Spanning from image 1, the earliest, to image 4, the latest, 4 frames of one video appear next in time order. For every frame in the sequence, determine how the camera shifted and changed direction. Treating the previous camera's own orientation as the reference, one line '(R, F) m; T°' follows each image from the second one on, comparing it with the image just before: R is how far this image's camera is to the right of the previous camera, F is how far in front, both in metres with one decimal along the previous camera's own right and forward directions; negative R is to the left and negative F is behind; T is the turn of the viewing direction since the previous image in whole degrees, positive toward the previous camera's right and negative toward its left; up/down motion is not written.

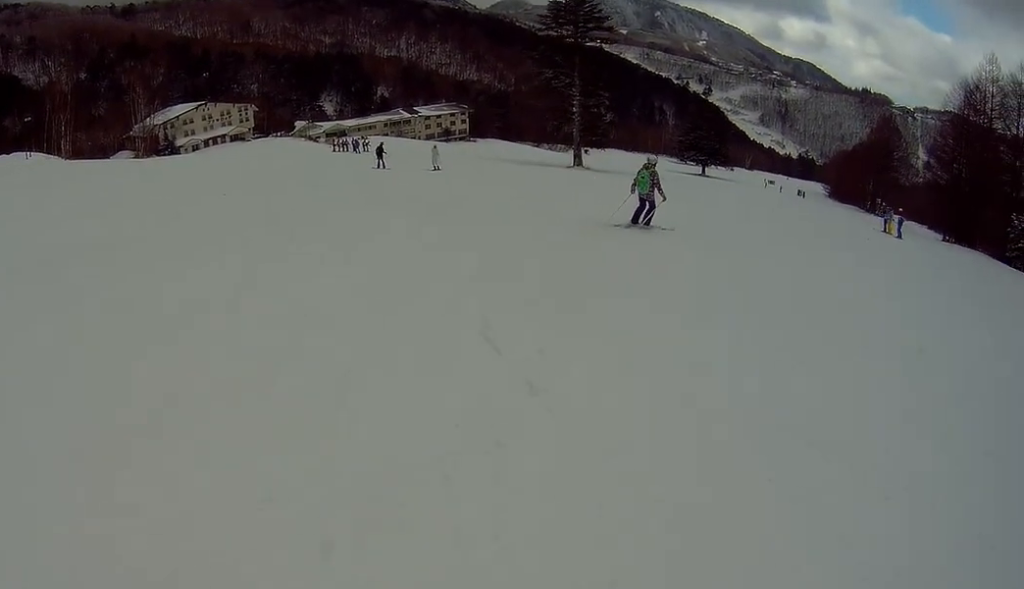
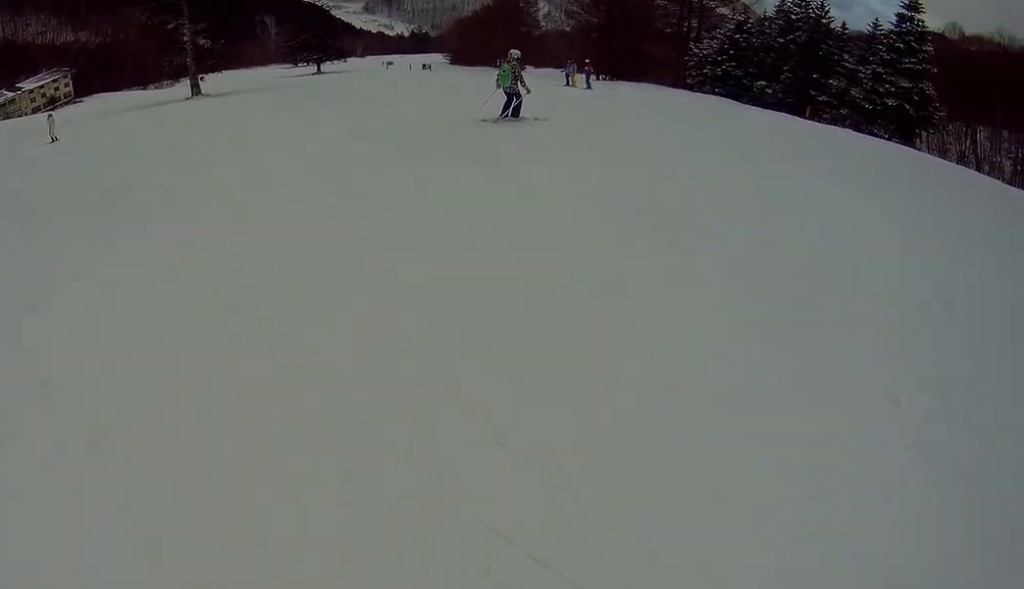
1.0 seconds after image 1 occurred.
(-0.5, +5.0) m; +9°
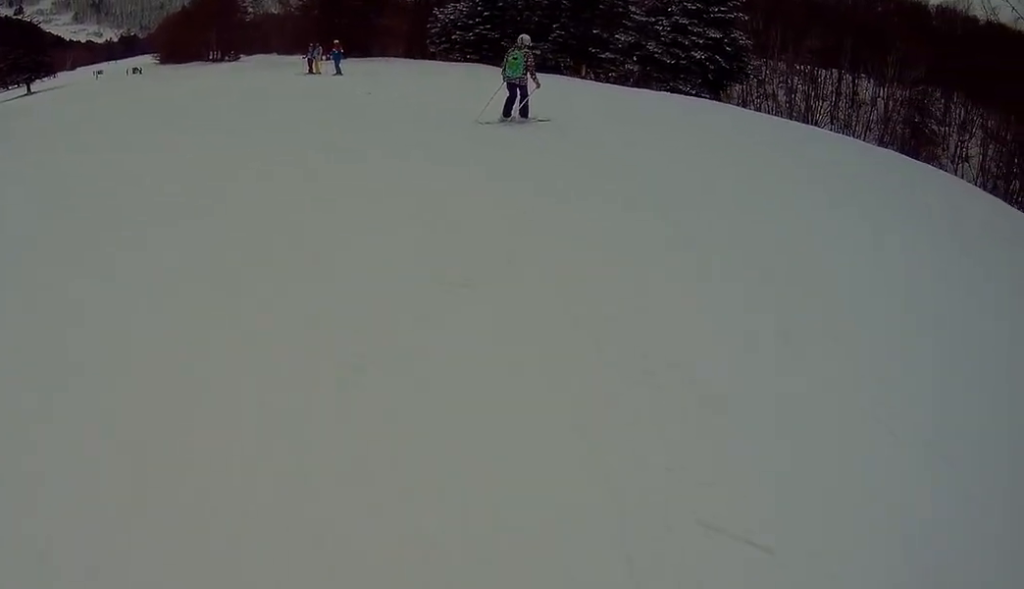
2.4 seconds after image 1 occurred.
(+2.2, +6.4) m; +28°
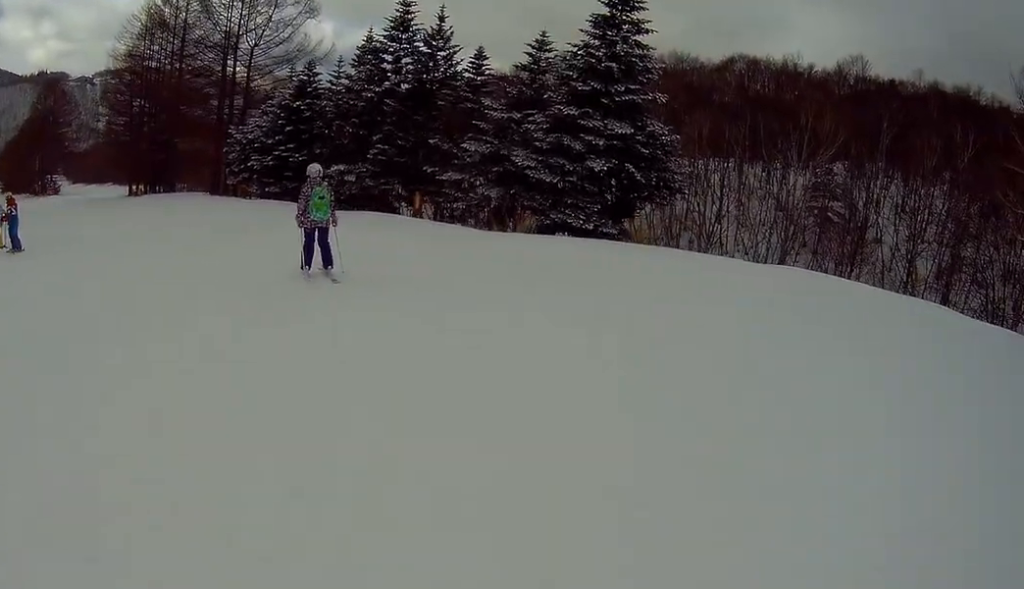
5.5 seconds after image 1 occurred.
(+7.3, +12.7) m; +55°
